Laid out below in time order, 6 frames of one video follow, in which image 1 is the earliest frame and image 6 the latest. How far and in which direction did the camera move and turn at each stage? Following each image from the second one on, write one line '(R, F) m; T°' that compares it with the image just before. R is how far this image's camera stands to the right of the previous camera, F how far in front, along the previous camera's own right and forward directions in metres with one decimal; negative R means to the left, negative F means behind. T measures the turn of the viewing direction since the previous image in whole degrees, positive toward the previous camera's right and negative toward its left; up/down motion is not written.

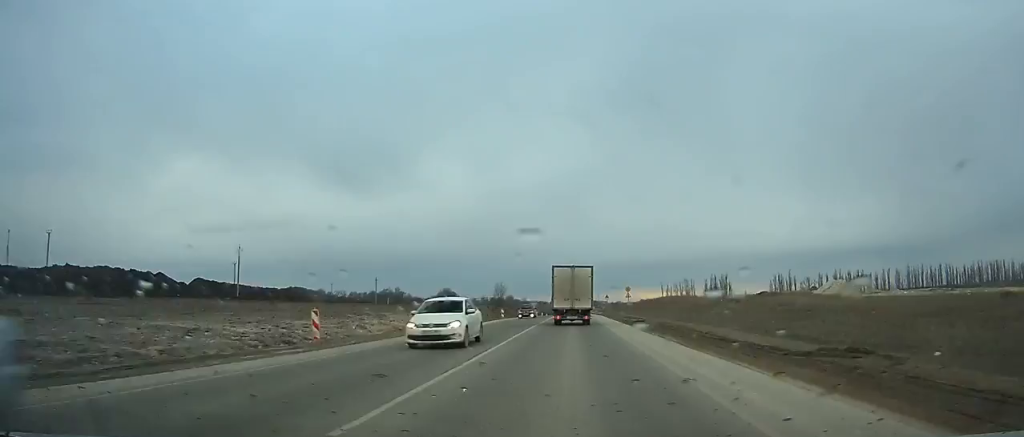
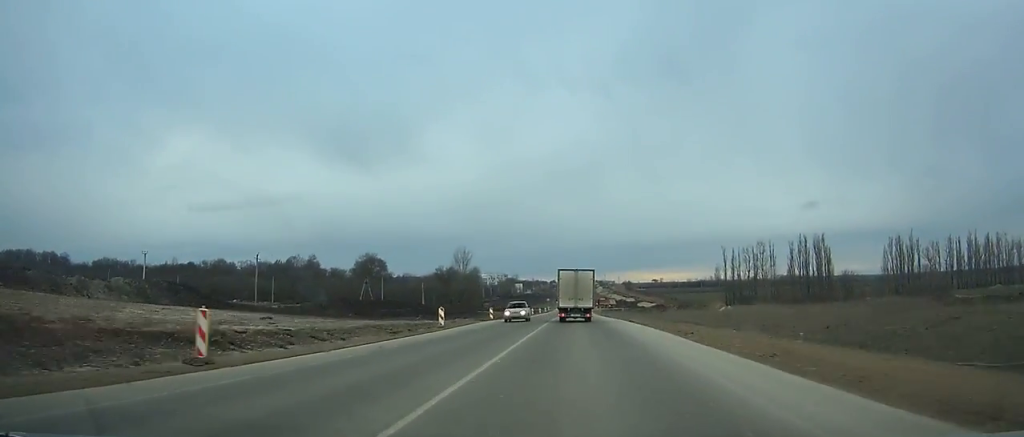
(-0.5, +146.8) m; 0°
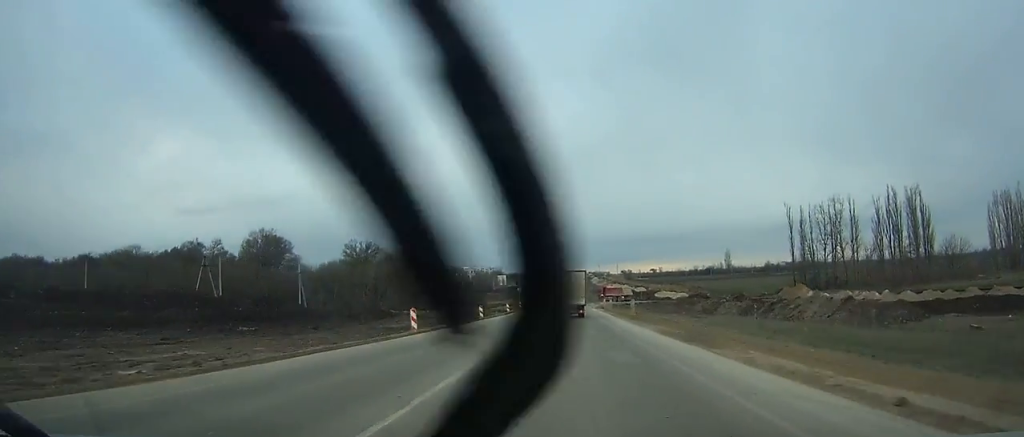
(-0.1, +76.4) m; 0°
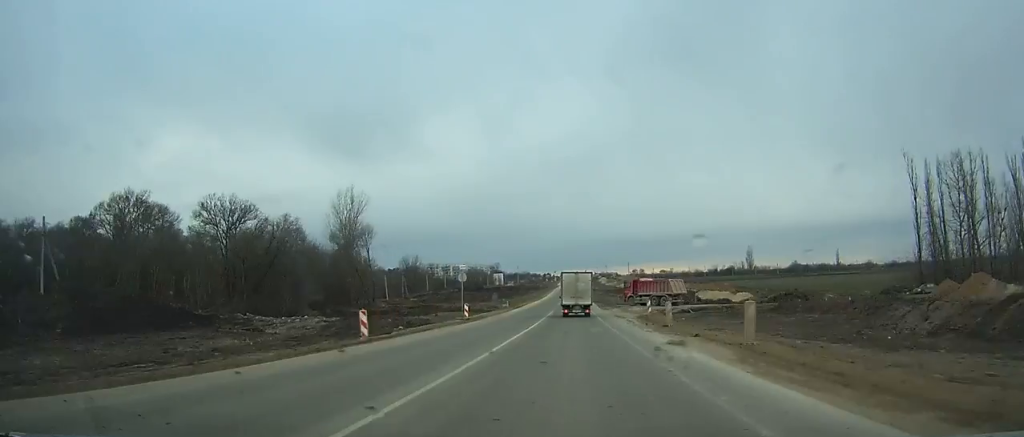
(+0.2, +55.1) m; 0°
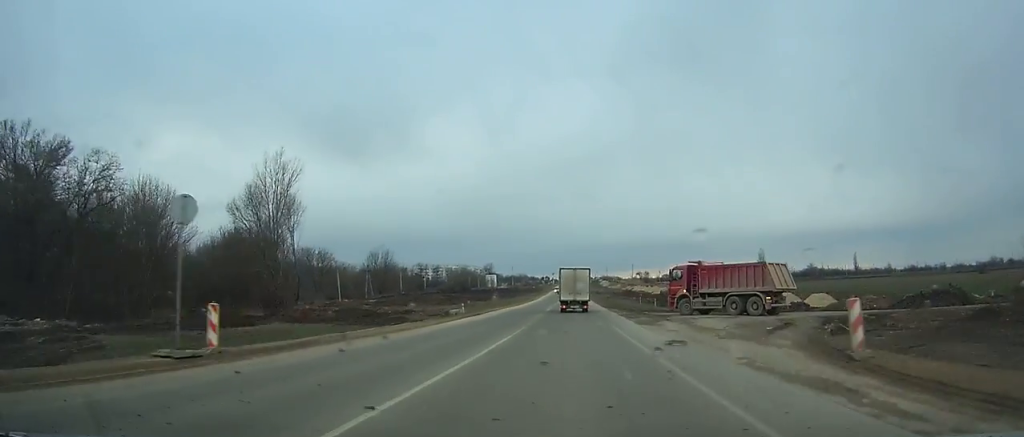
(+0.1, +34.3) m; 0°
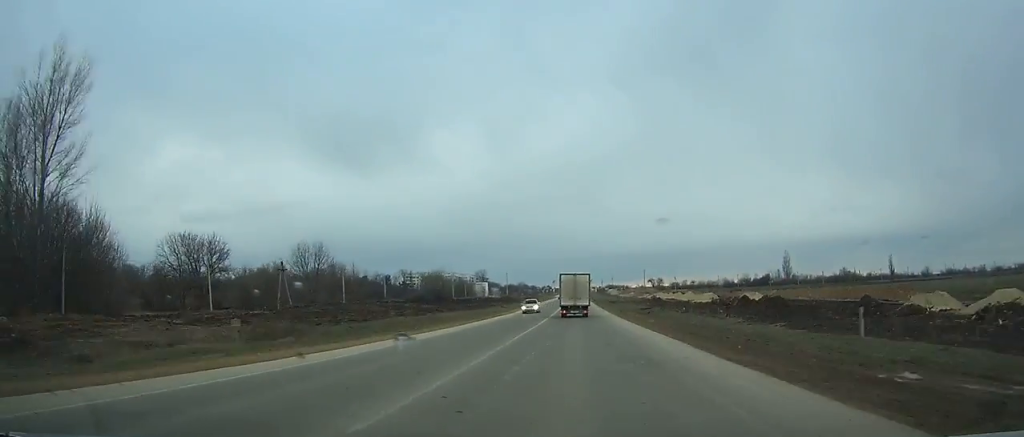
(-0.1, +50.4) m; 0°
